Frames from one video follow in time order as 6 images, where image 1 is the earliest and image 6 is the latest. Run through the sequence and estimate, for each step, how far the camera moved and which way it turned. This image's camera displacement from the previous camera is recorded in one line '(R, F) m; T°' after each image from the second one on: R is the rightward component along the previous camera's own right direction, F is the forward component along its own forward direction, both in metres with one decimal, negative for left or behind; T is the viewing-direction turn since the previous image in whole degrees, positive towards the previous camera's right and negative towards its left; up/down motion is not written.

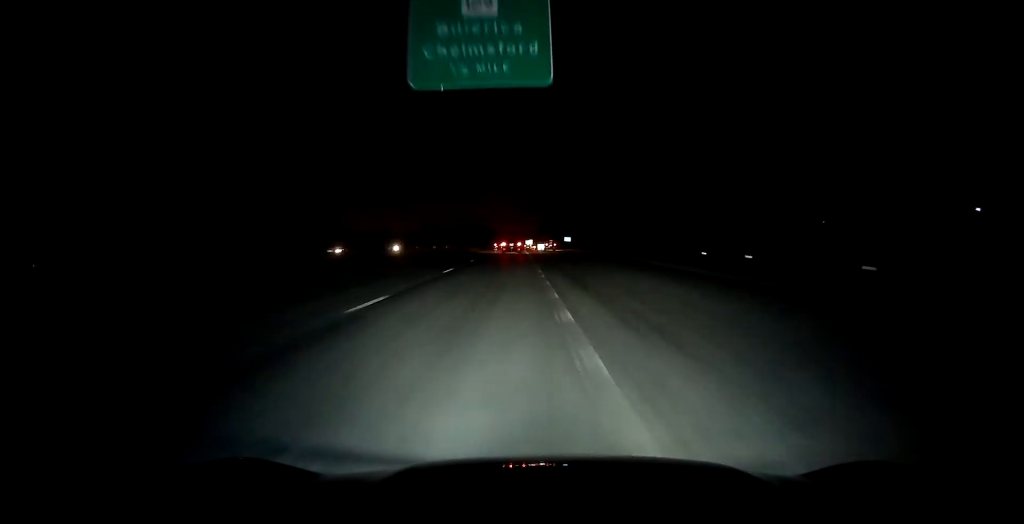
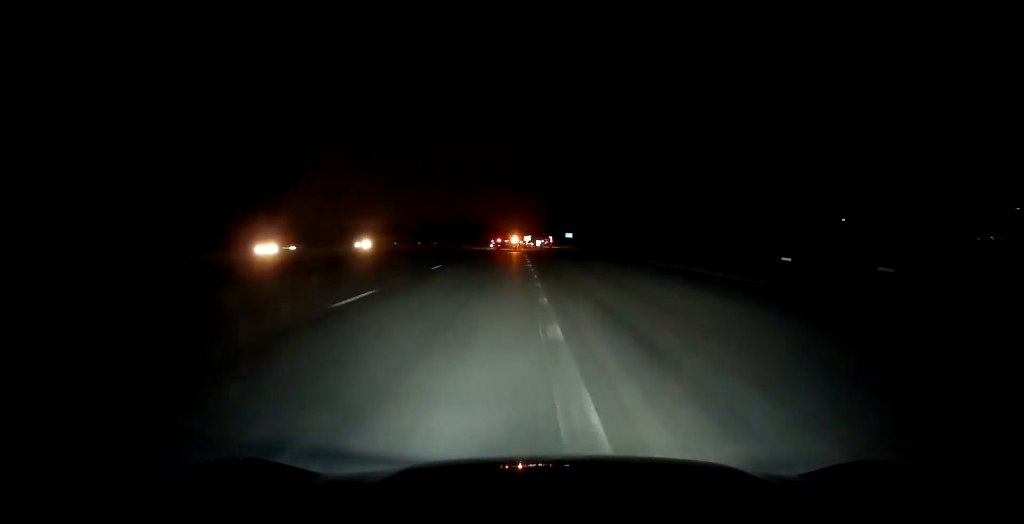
(0.0, +13.2) m; 0°
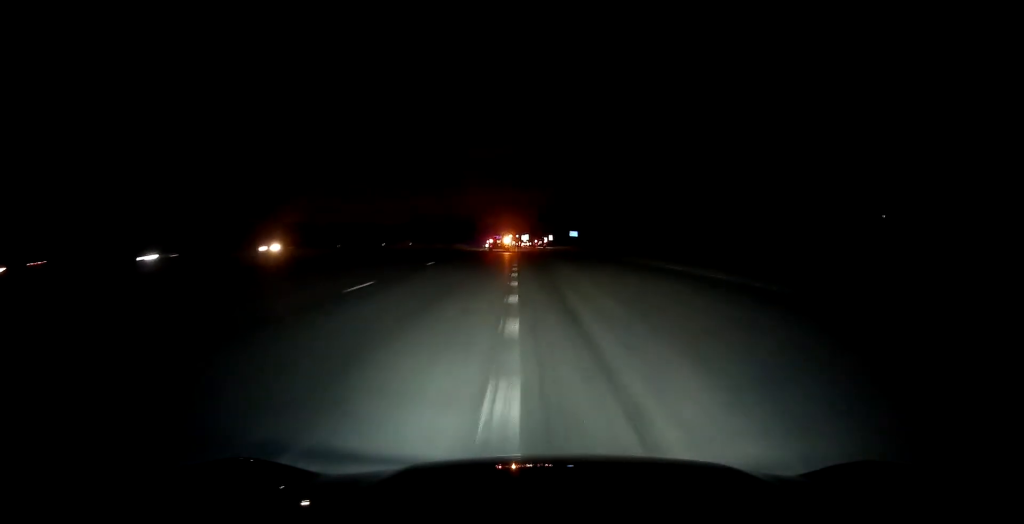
(+0.1, +20.7) m; 0°
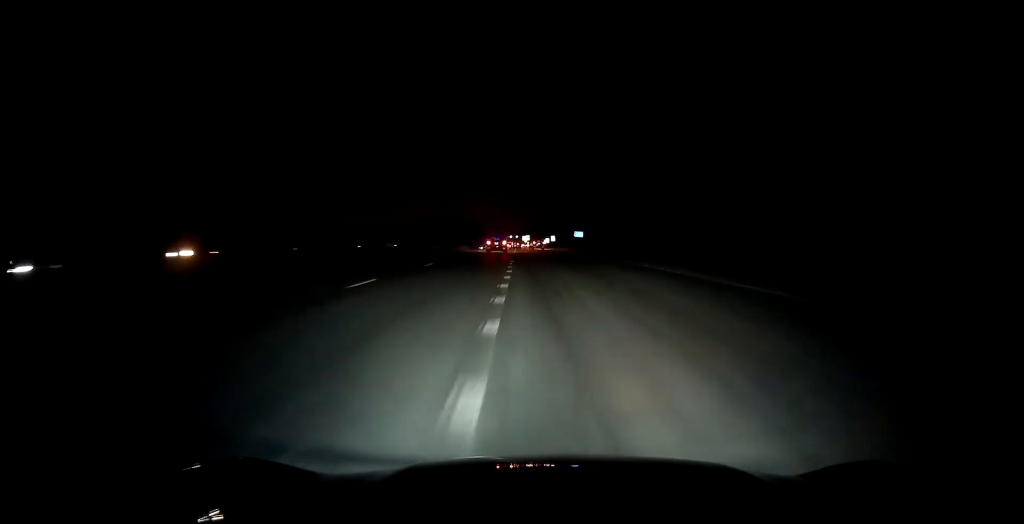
(0.0, +11.2) m; 0°
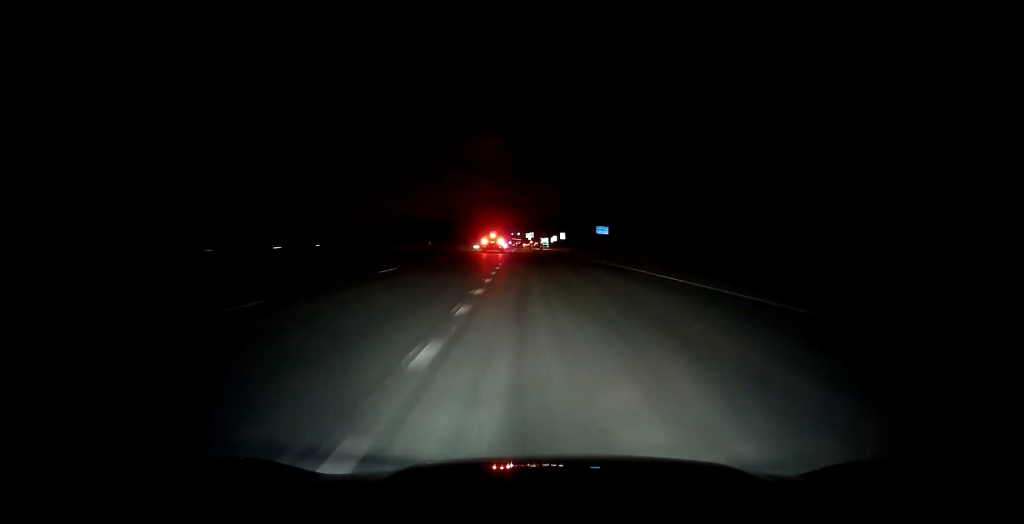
(-0.3, +31.4) m; -1°
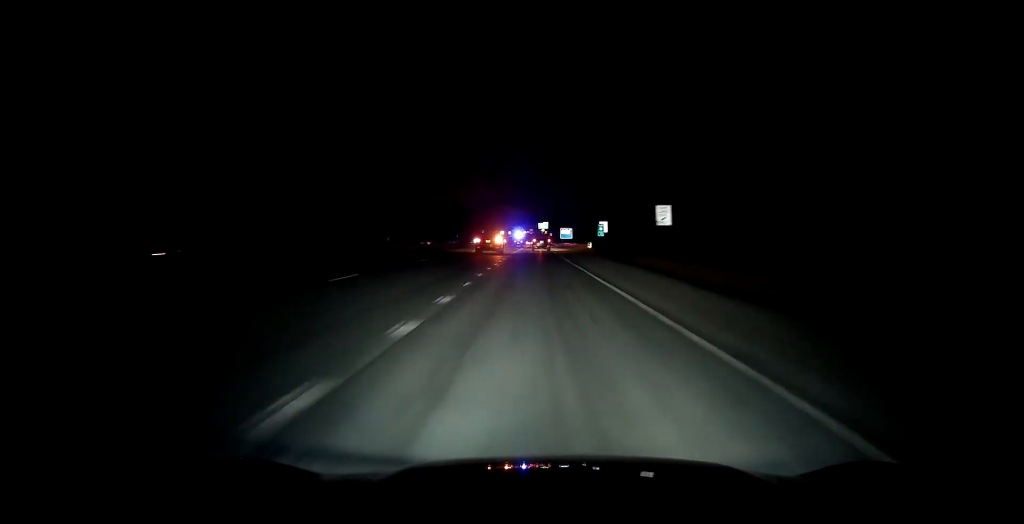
(-0.6, +84.5) m; 0°
